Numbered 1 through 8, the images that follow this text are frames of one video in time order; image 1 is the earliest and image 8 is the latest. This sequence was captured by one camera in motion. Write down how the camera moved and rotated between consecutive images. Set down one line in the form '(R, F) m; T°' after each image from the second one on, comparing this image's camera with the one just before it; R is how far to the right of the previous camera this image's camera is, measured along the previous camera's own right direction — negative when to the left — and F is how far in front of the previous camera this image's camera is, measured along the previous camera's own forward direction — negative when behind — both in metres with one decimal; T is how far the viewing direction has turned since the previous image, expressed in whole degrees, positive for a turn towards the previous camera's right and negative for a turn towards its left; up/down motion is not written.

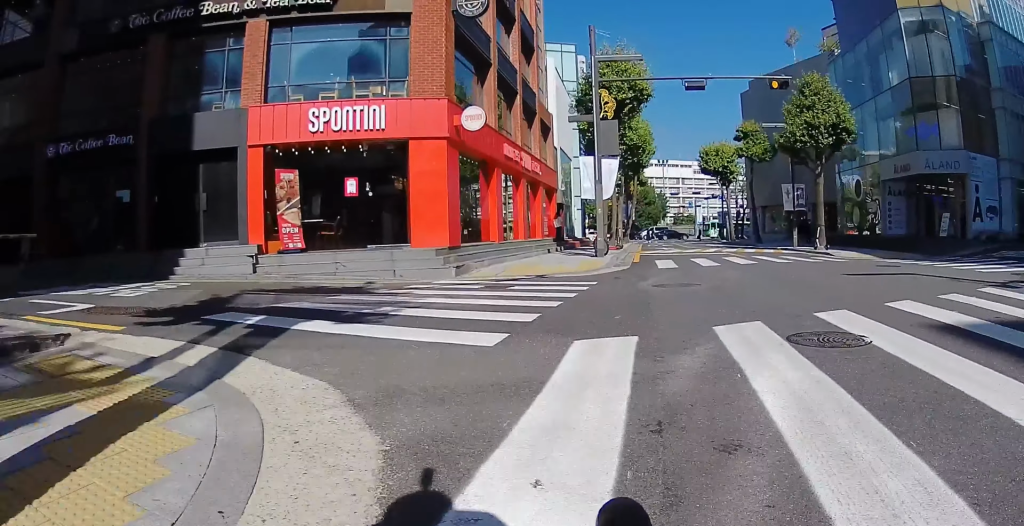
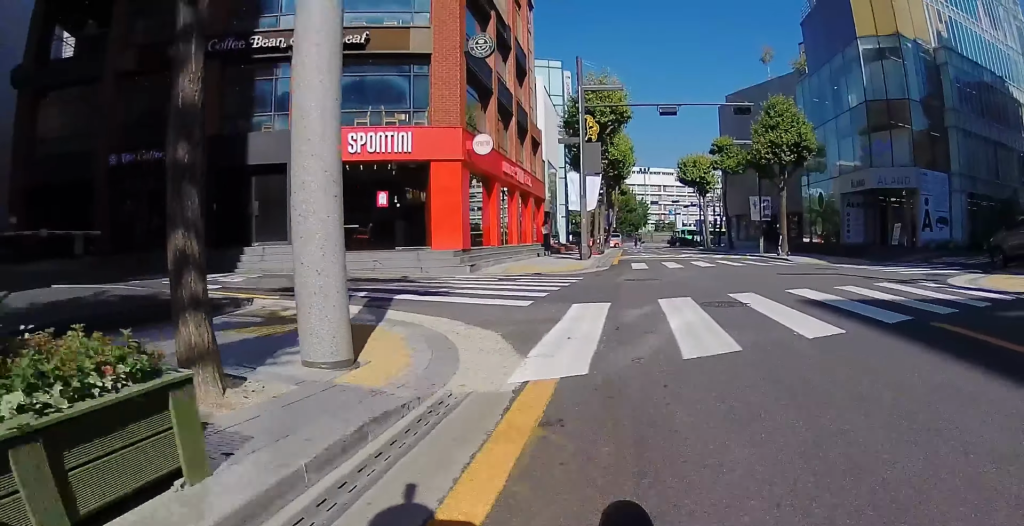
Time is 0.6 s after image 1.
(+0.2, +3.0) m; +1°
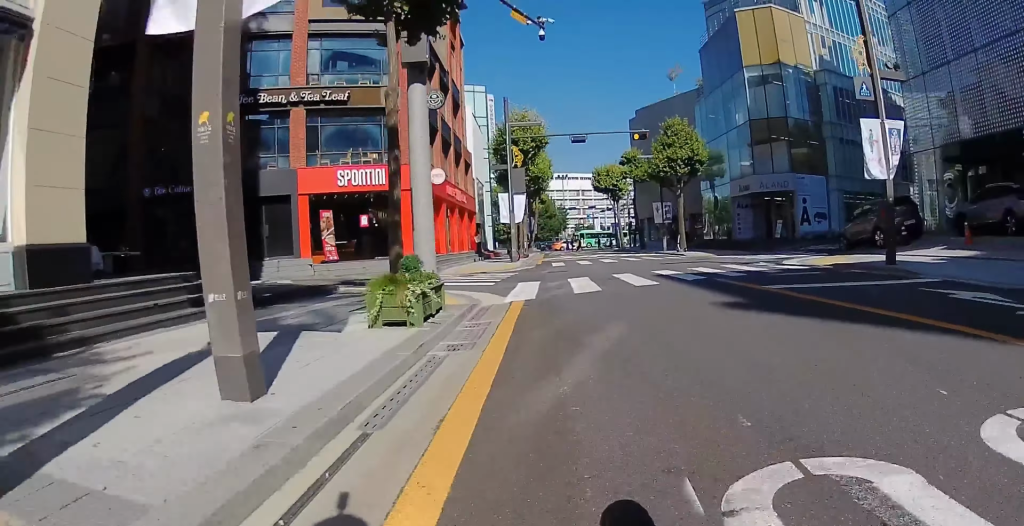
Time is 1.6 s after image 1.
(0.0, +5.1) m; -1°
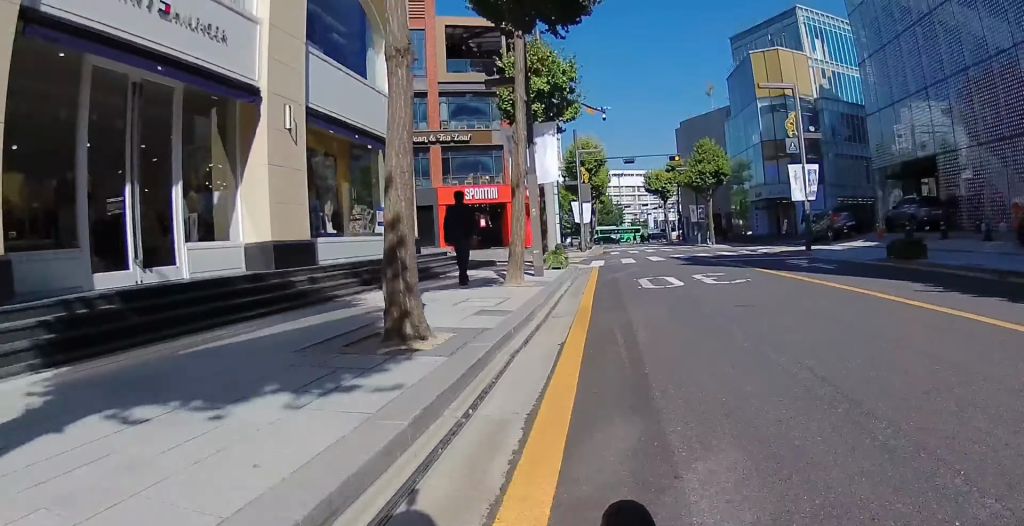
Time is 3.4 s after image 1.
(-0.1, +9.8) m; 0°
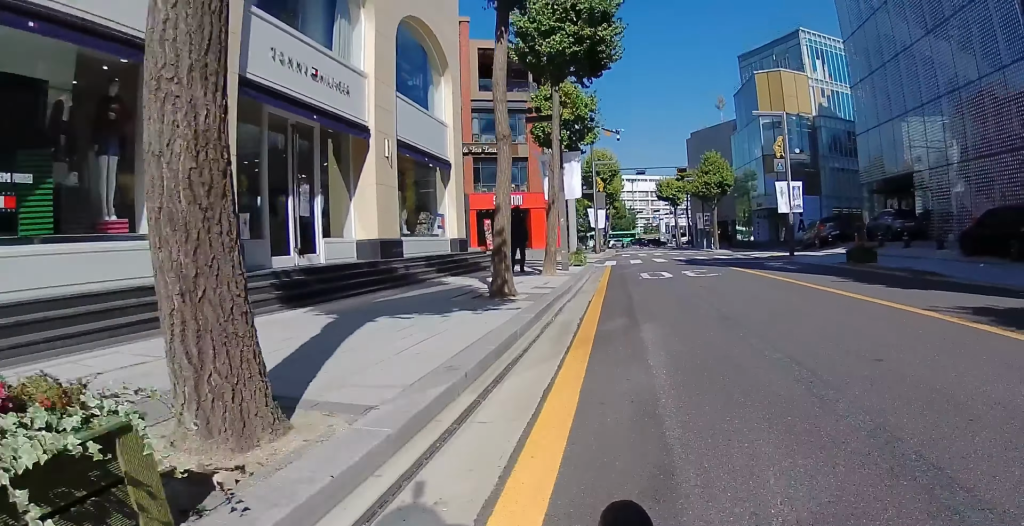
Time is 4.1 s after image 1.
(0.0, +4.3) m; 0°
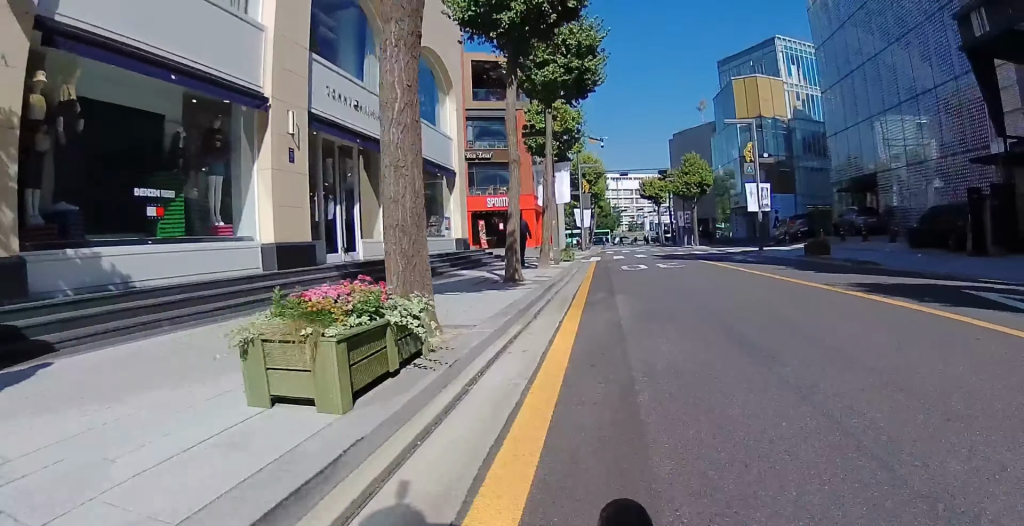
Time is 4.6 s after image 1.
(0.0, +3.1) m; 0°
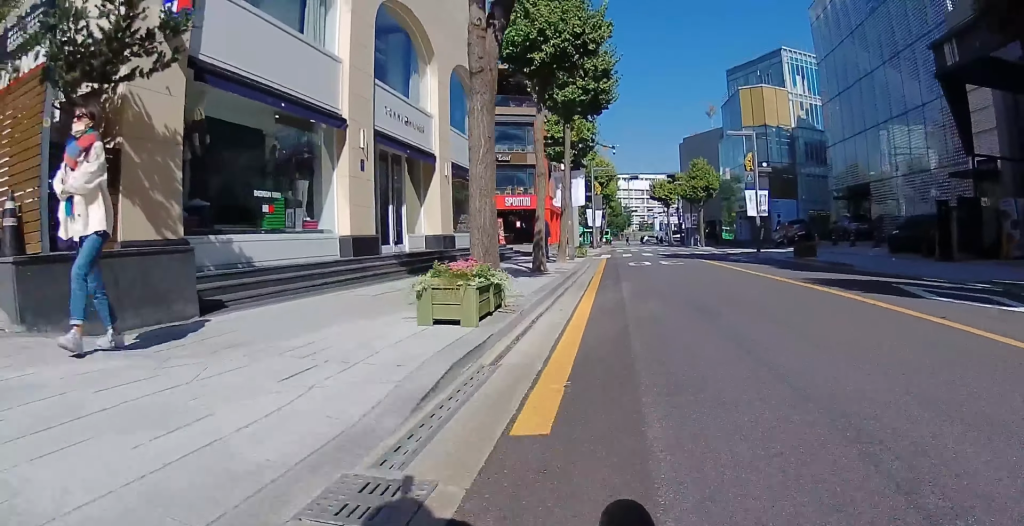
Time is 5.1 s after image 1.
(0.0, +2.9) m; 0°
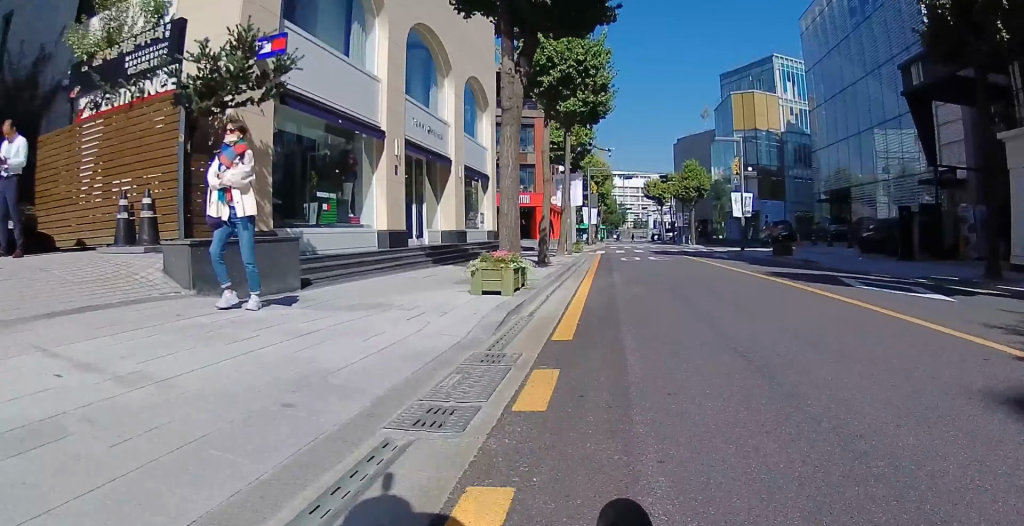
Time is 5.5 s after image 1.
(0.0, +2.6) m; 0°
